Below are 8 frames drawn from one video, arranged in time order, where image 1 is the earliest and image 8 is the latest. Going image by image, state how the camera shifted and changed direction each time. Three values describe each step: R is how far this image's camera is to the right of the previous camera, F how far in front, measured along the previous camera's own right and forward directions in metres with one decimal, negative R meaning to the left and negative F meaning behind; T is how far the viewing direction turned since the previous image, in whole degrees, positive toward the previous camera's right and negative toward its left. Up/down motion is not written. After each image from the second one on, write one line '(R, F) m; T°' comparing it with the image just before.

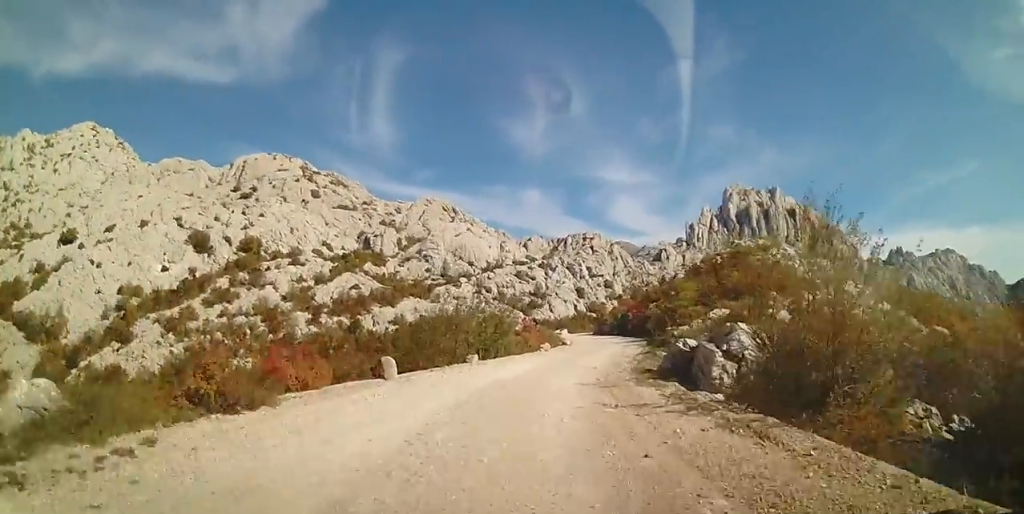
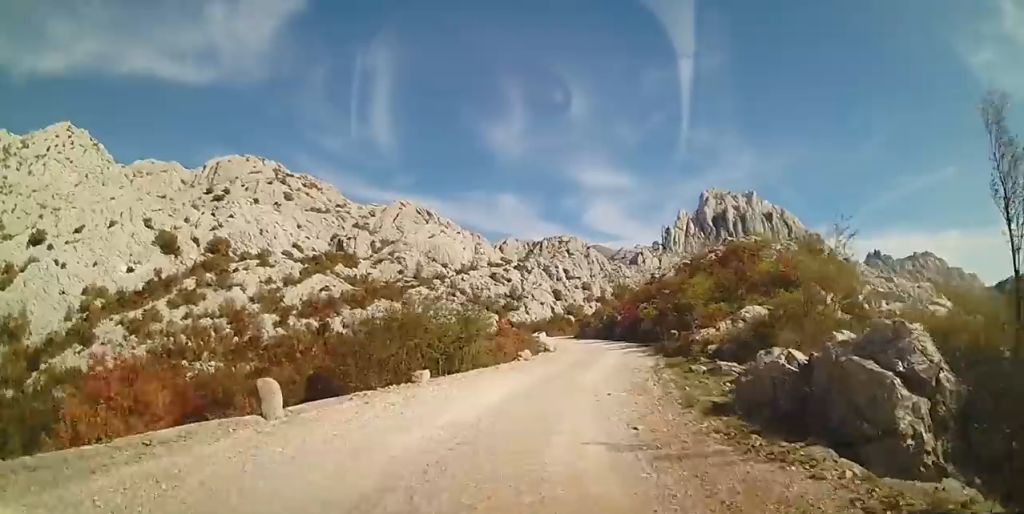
(+0.3, +6.6) m; +4°
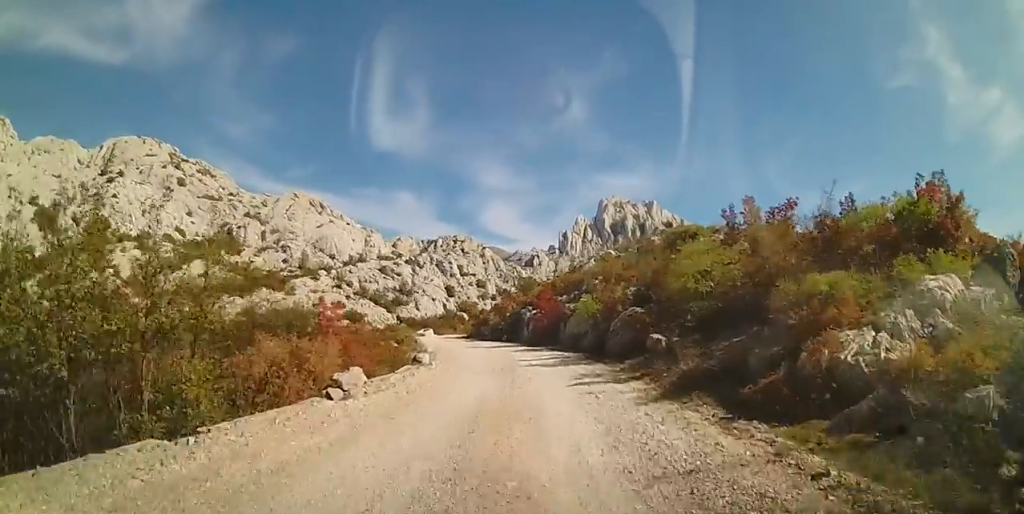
(+0.7, +14.4) m; +6°
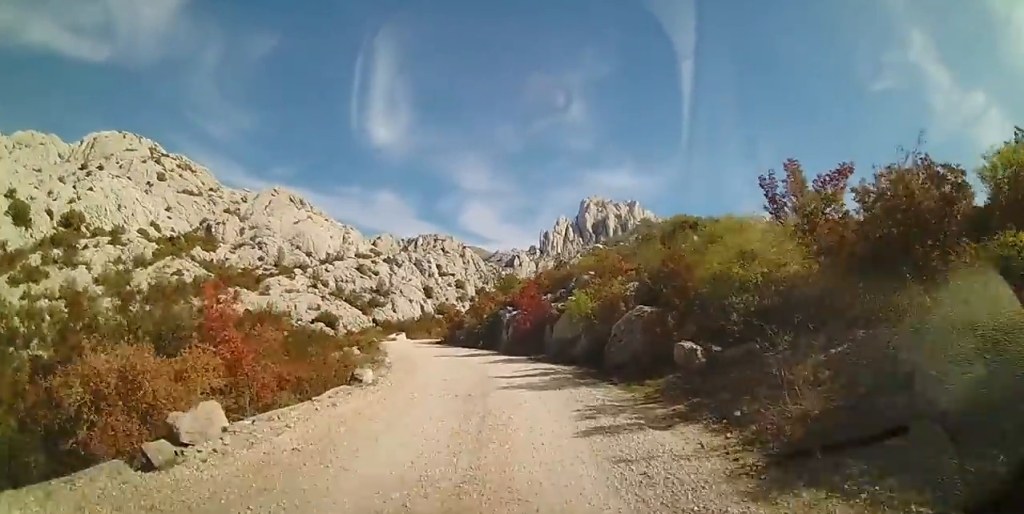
(+0.1, +4.7) m; +2°
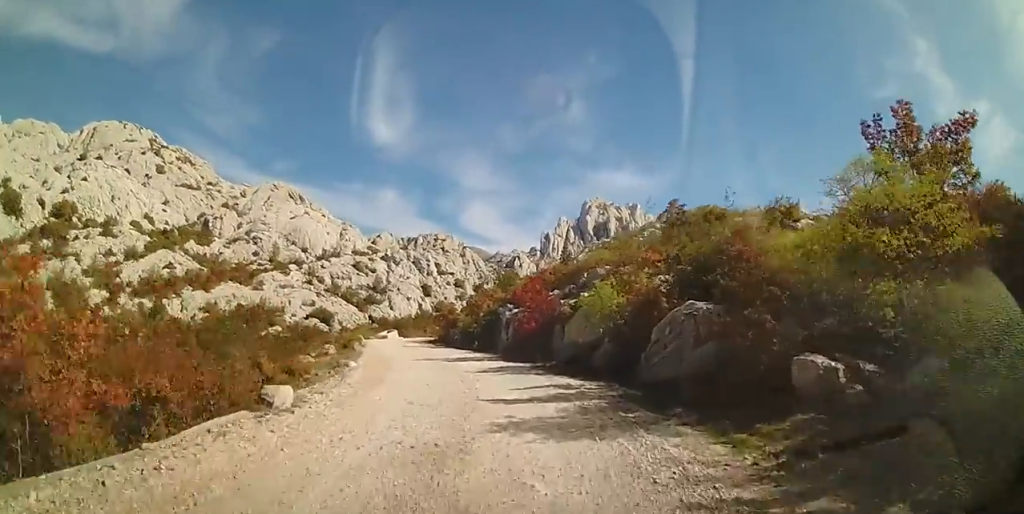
(+0.1, +5.0) m; +1°
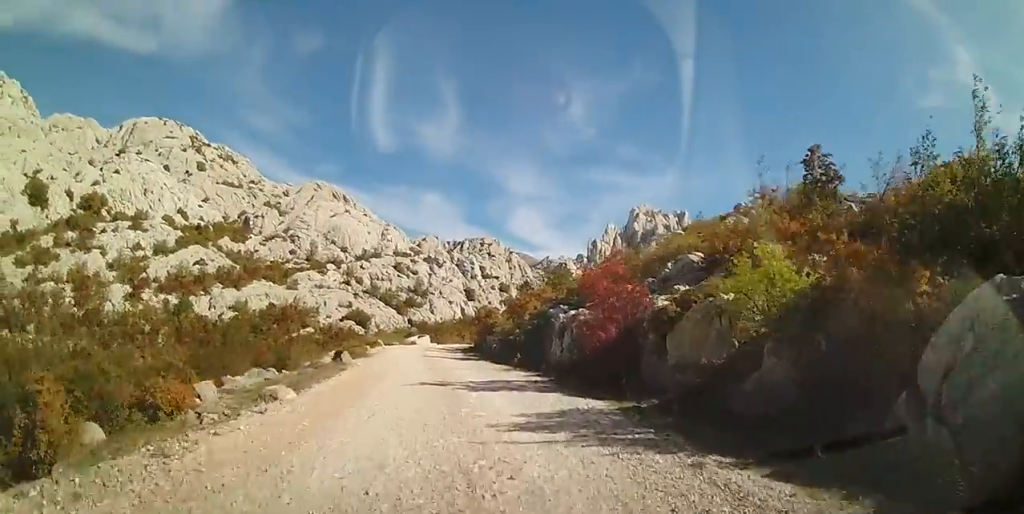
(+0.2, +8.0) m; -1°
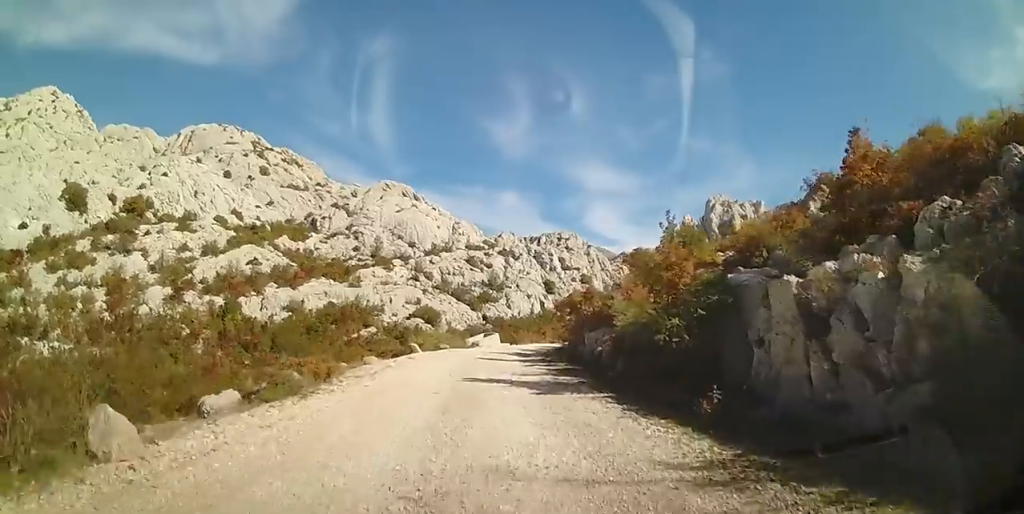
(-0.9, +13.9) m; -8°
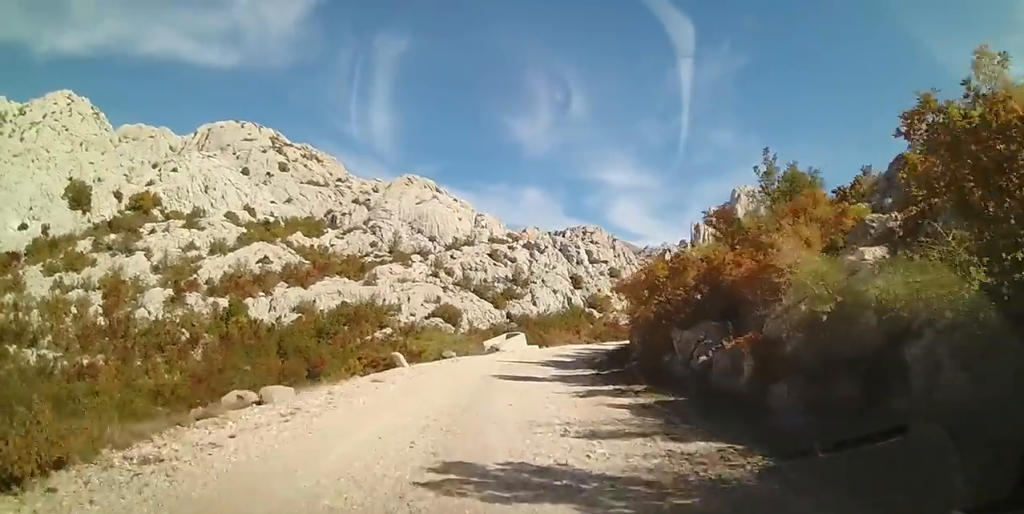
(-0.3, +8.6) m; -2°
